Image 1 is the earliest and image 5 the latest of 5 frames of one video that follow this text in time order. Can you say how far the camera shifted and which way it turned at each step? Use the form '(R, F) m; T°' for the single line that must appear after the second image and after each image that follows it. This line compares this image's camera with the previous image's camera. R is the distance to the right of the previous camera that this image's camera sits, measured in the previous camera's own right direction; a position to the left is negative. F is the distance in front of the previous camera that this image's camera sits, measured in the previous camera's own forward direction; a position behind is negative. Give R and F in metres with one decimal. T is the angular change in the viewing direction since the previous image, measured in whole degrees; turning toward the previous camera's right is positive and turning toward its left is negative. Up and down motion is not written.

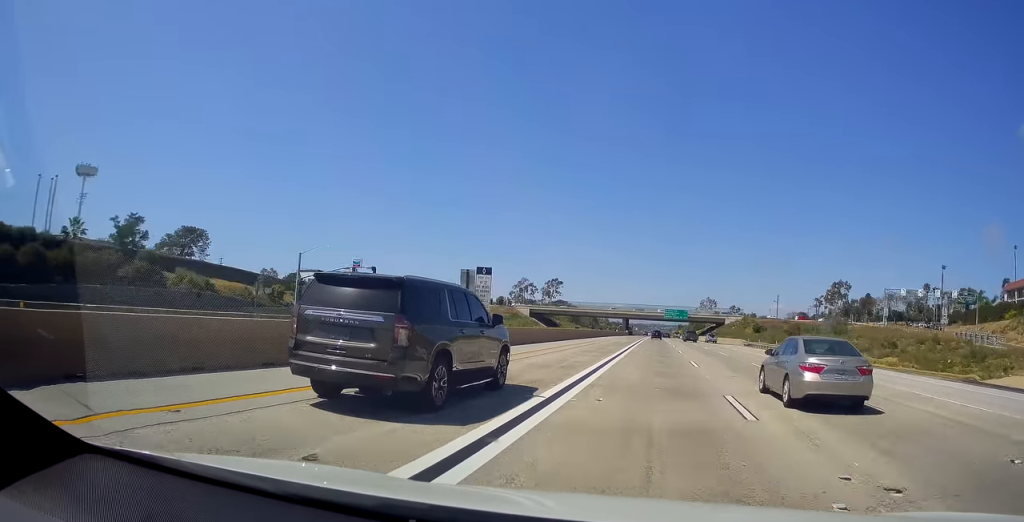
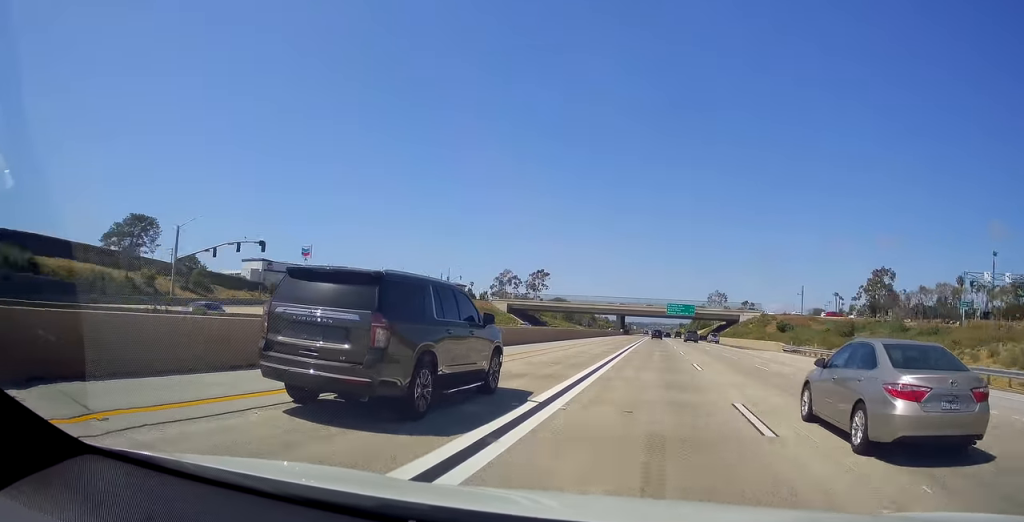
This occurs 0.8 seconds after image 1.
(+0.2, +30.0) m; -1°
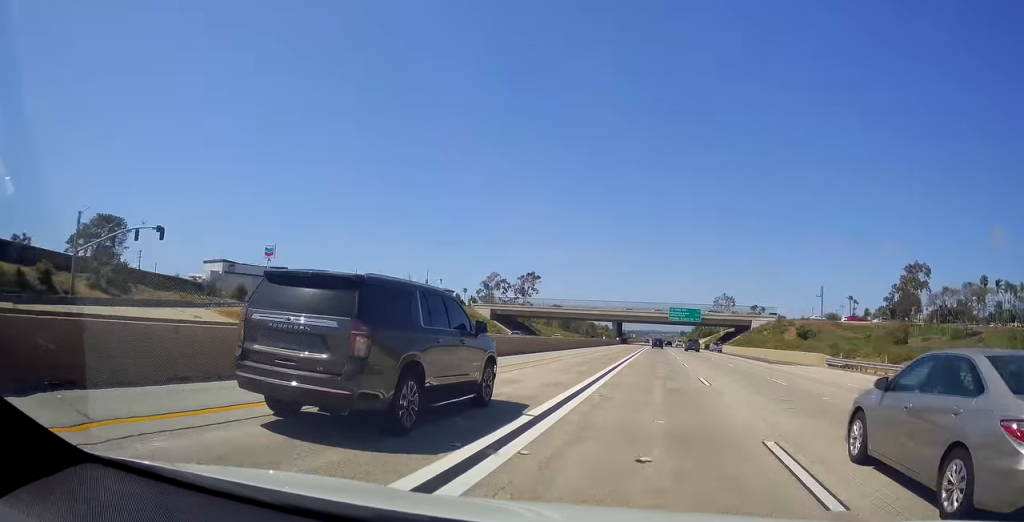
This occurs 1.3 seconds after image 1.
(-0.6, +17.4) m; 0°
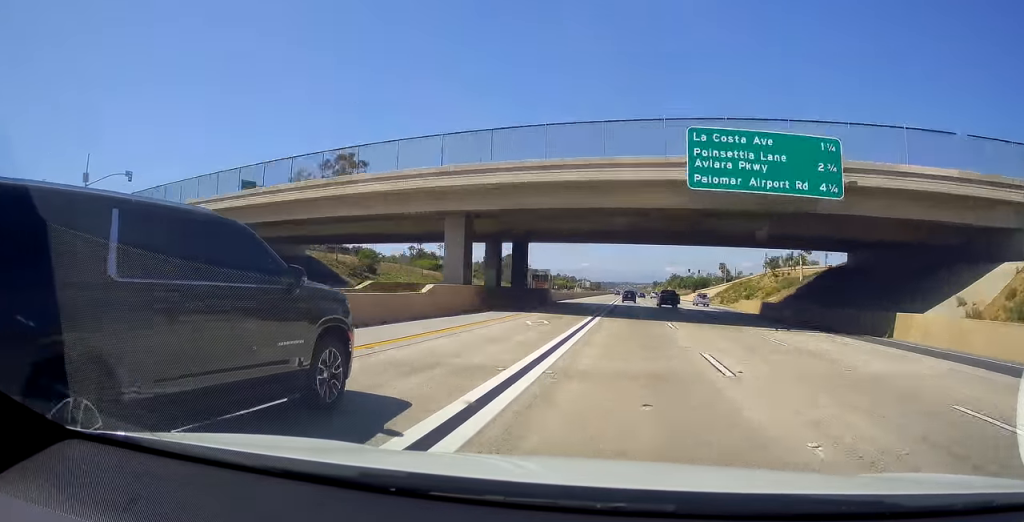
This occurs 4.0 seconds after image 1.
(+2.2, +105.7) m; +1°
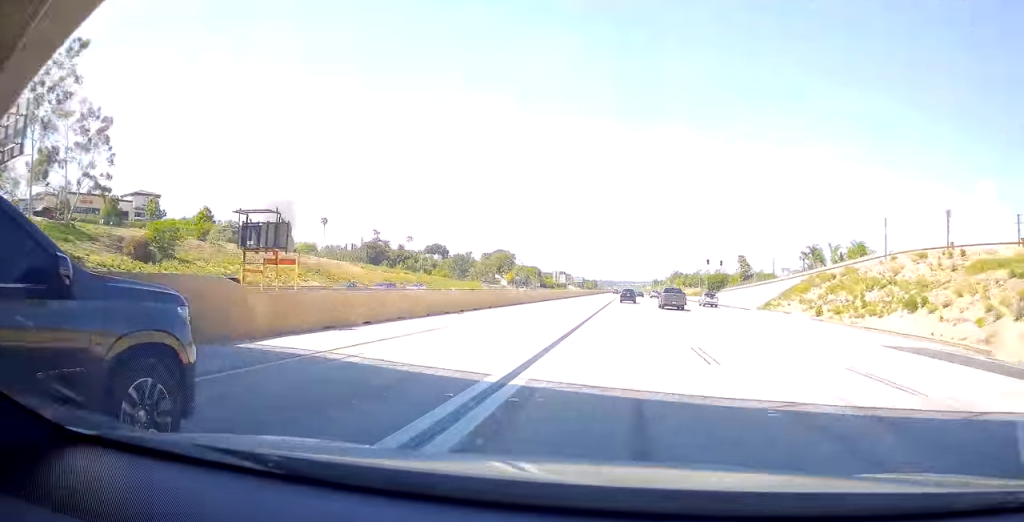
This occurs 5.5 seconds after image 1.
(-0.4, +55.2) m; -1°
